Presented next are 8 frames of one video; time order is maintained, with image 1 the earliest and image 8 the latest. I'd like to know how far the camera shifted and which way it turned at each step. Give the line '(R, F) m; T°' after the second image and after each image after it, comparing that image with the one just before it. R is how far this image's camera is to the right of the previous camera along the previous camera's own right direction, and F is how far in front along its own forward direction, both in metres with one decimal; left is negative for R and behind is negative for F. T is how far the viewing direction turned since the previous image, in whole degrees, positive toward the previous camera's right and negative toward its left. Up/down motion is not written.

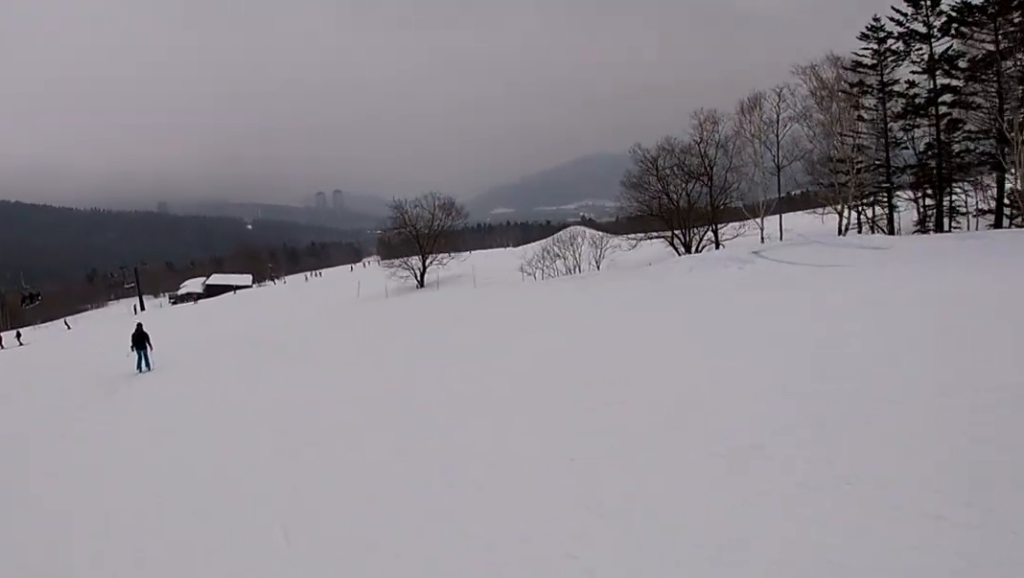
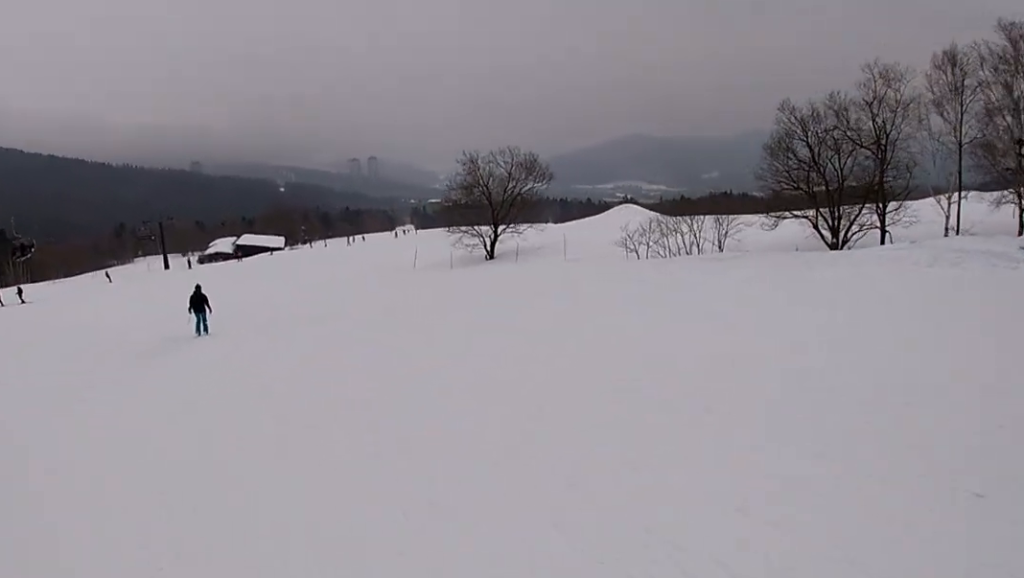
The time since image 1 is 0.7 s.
(+0.7, +9.0) m; +1°
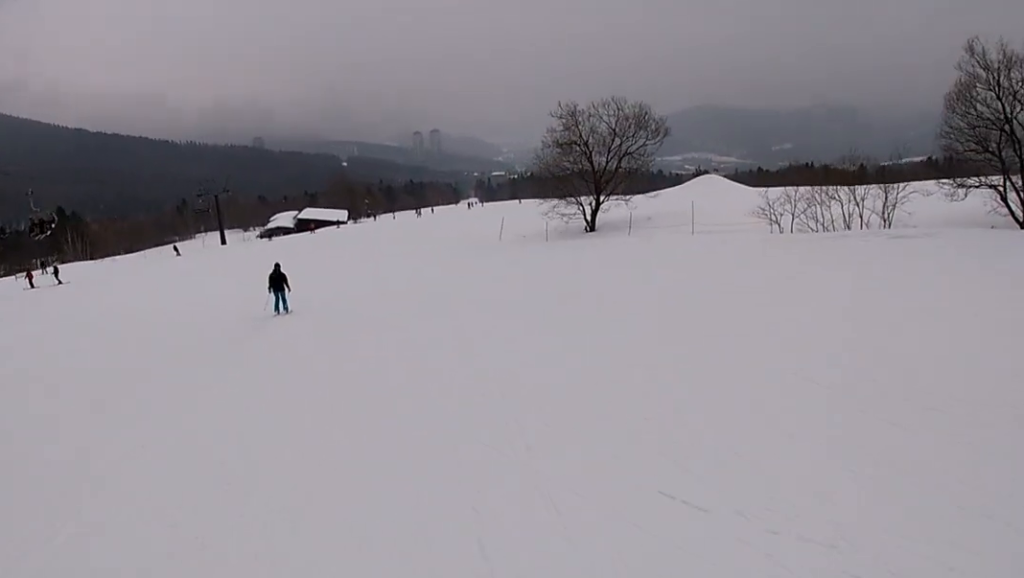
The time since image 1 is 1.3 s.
(+0.4, +7.1) m; 0°
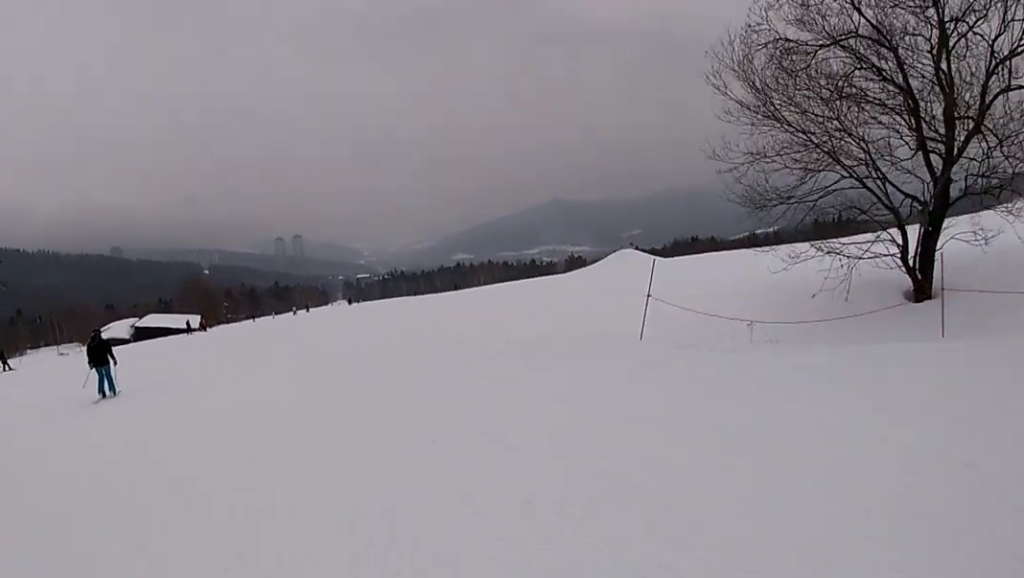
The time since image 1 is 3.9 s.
(+2.0, +30.6) m; +11°
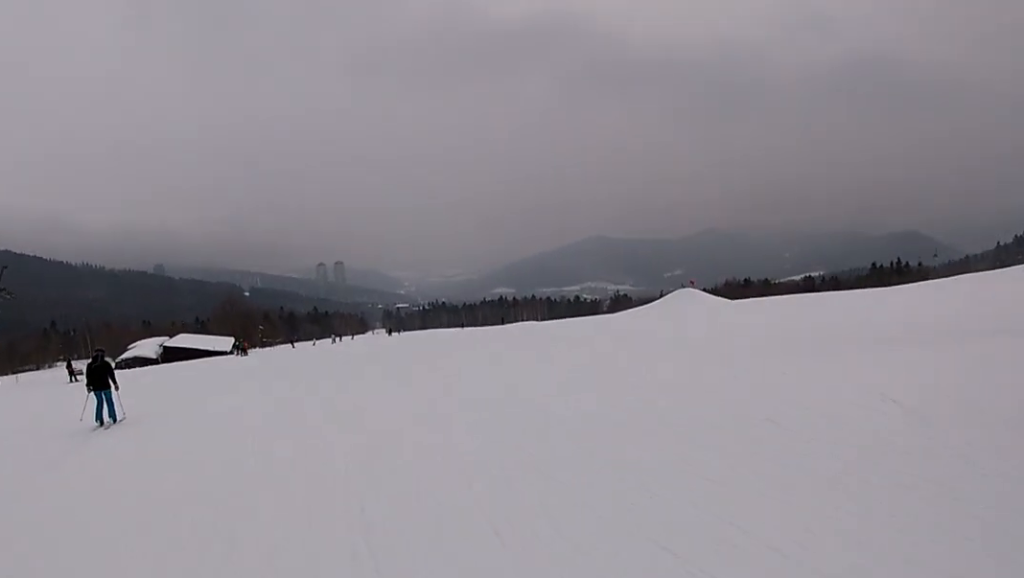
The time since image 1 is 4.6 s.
(+0.1, +7.8) m; +1°
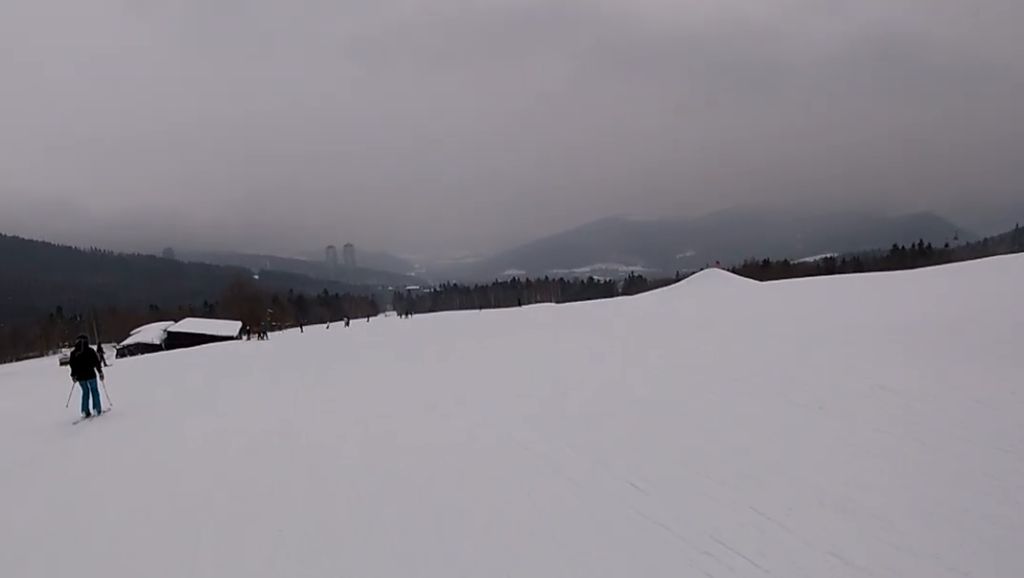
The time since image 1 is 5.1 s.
(0.0, +5.2) m; 0°
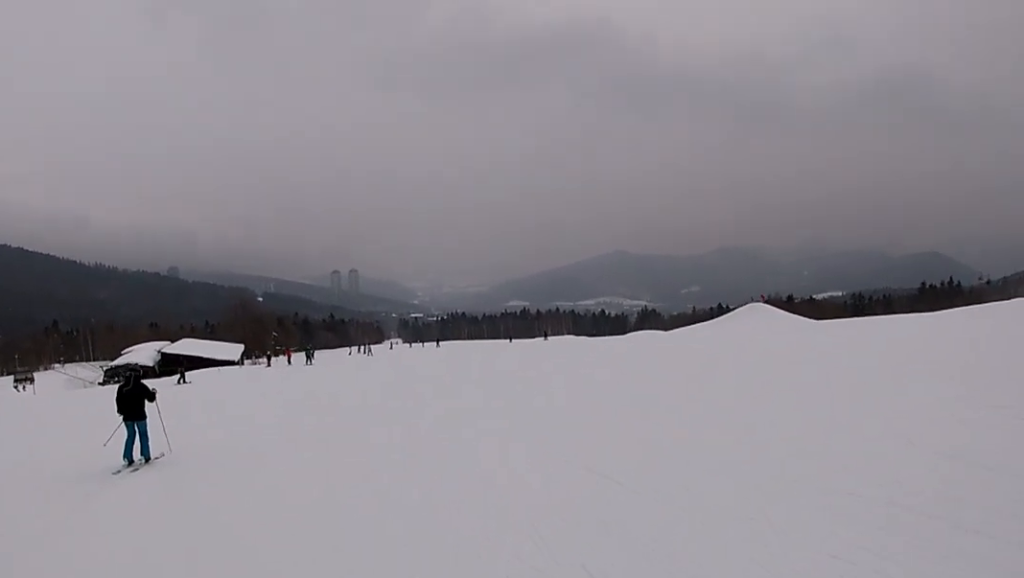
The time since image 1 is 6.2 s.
(-0.1, +11.9) m; -7°
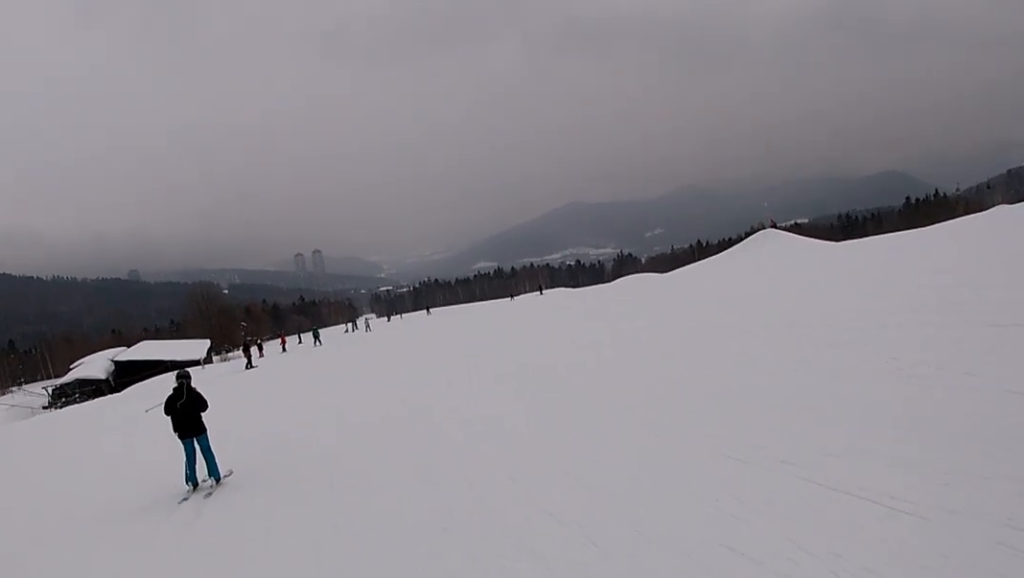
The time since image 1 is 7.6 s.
(-0.7, +13.6) m; +4°
